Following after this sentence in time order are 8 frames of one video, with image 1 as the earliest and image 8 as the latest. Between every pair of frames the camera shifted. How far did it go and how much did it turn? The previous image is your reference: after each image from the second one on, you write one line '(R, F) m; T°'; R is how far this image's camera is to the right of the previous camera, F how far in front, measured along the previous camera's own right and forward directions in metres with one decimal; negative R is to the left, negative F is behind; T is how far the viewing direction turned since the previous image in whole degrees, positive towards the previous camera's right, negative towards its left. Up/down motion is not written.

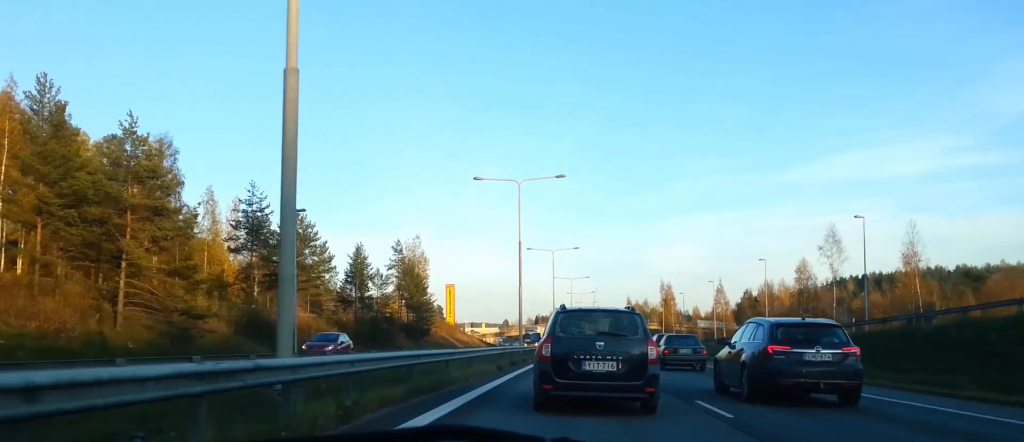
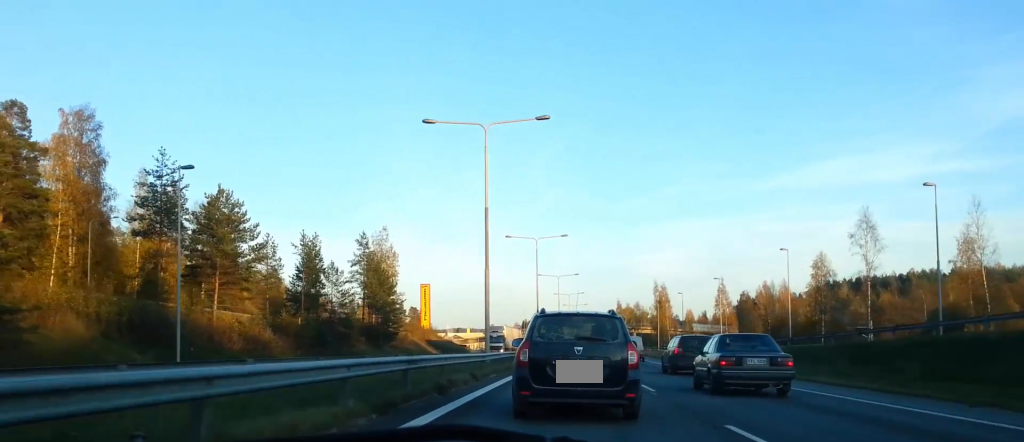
(+0.6, +17.0) m; +1°
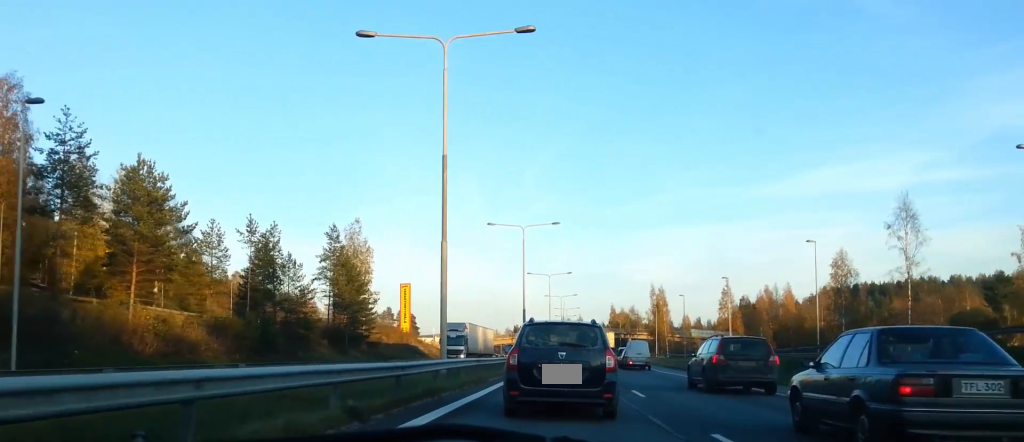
(-0.3, +11.8) m; 0°
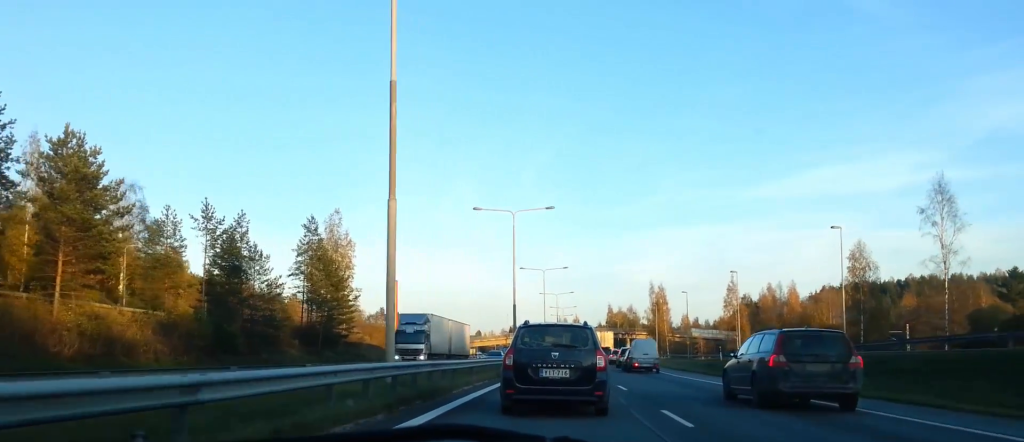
(+0.2, +7.6) m; +1°
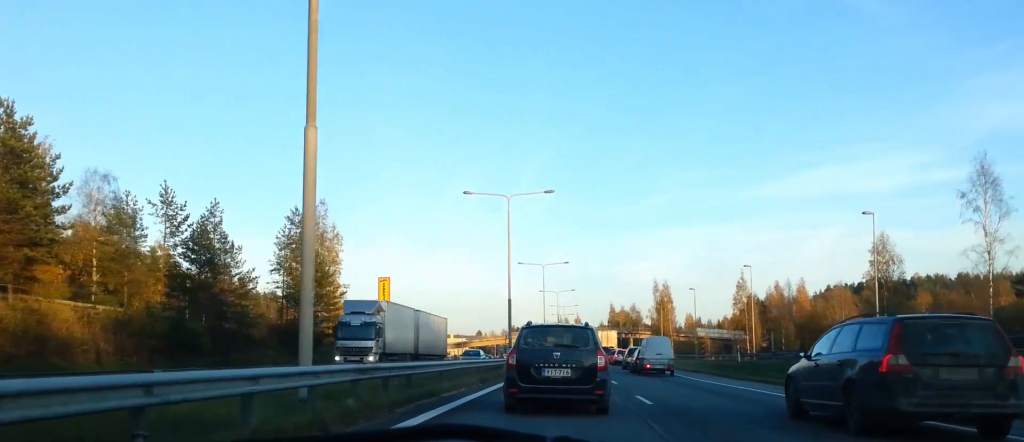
(+0.1, +5.7) m; +1°
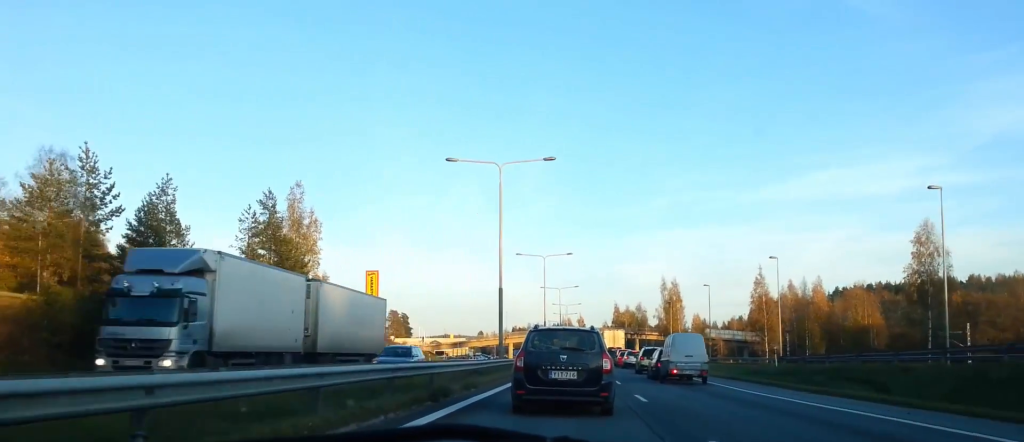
(0.0, +9.7) m; -1°
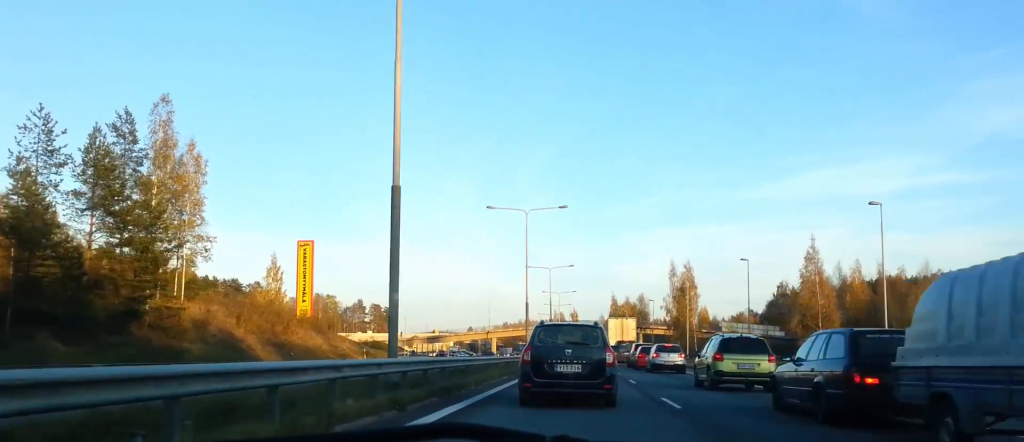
(-0.6, +27.2) m; -1°
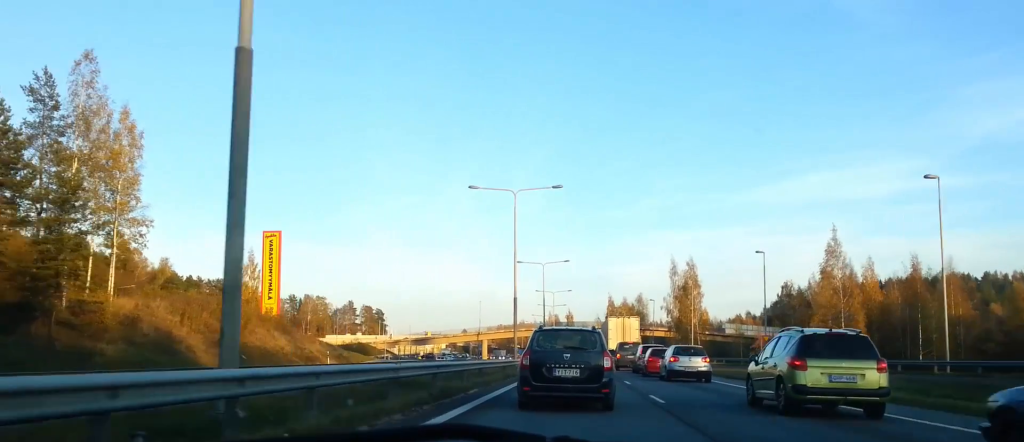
(+0.2, +8.9) m; +1°
